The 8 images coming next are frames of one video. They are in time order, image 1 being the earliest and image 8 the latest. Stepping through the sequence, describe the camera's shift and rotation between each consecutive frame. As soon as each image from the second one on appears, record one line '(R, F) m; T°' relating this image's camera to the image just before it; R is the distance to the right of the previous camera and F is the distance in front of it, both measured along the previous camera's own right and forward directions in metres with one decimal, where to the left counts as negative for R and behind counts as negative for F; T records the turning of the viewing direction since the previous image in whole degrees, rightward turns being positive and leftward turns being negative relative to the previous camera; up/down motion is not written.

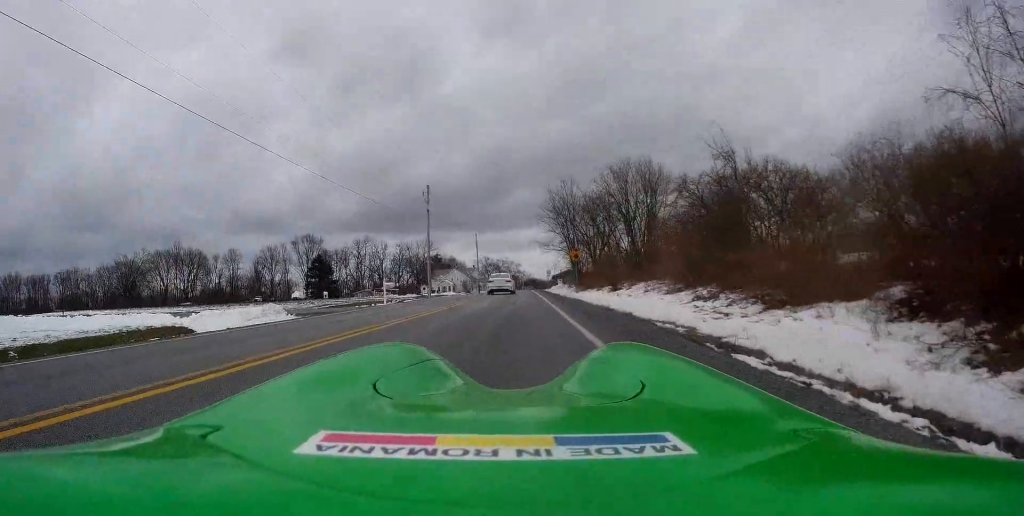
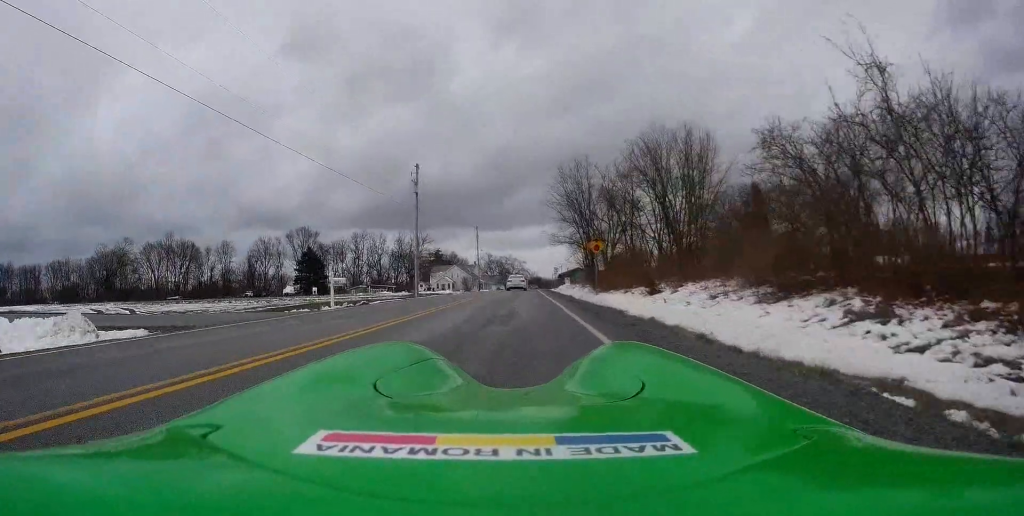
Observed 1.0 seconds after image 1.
(+0.5, +9.3) m; +2°
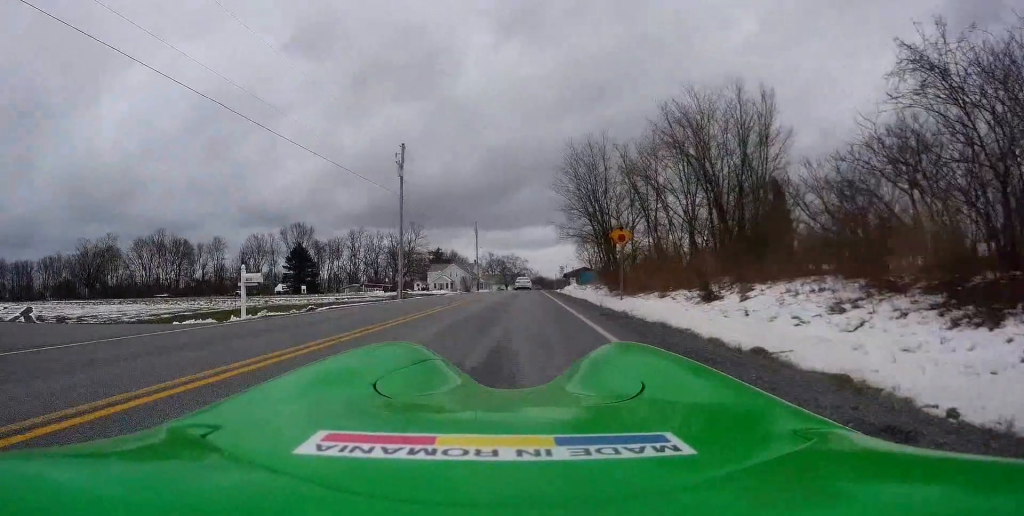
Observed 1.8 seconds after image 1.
(0.0, +7.5) m; -3°
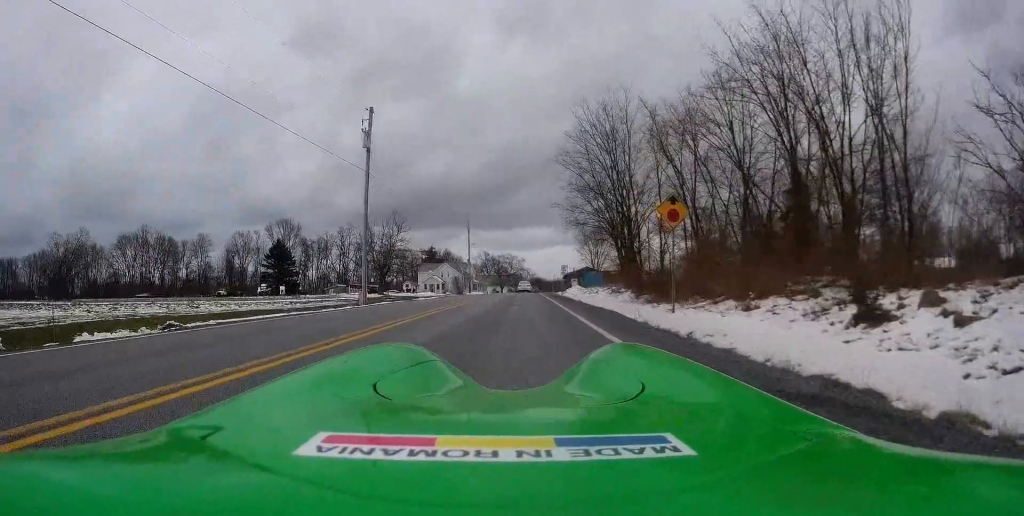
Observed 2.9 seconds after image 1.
(-0.5, +9.2) m; 0°
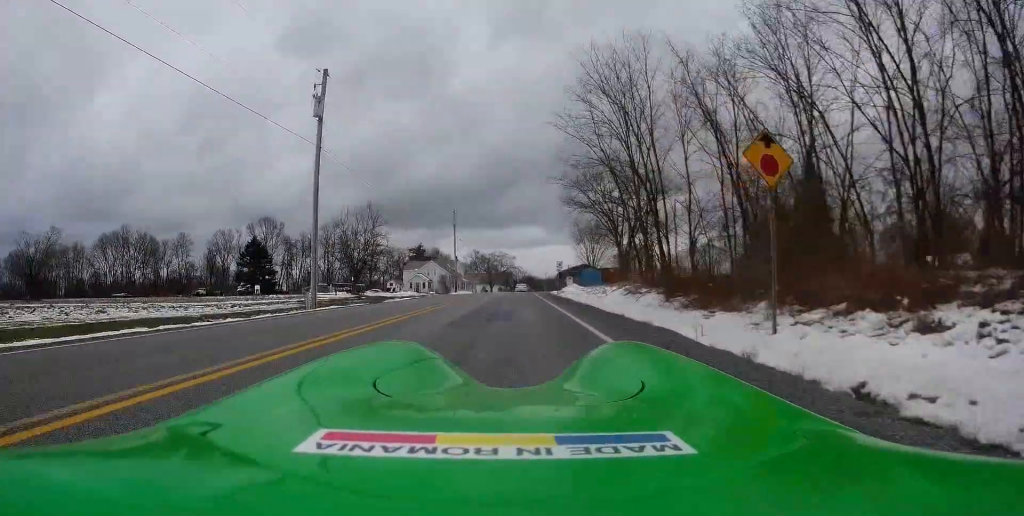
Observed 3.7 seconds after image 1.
(+0.4, +7.2) m; +3°
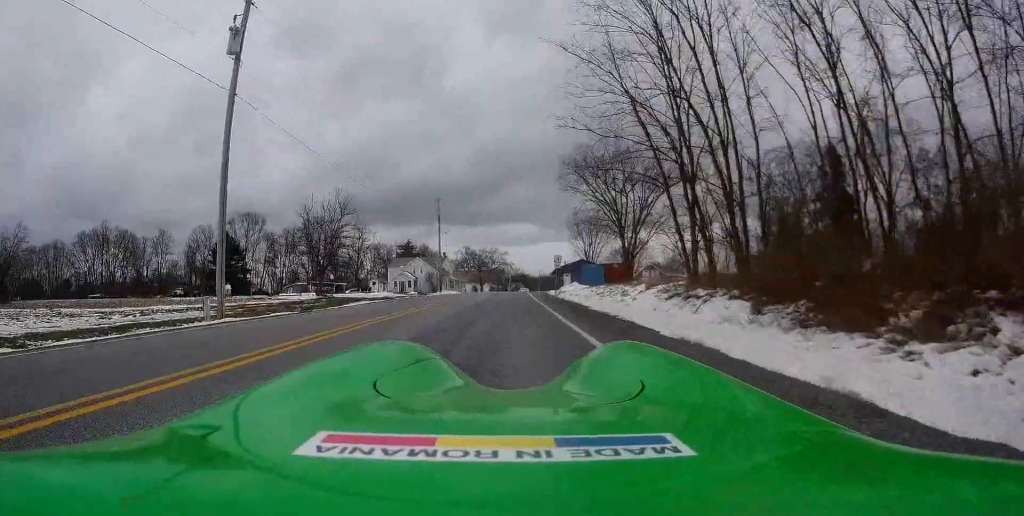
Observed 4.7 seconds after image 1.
(+0.1, +8.3) m; 0°
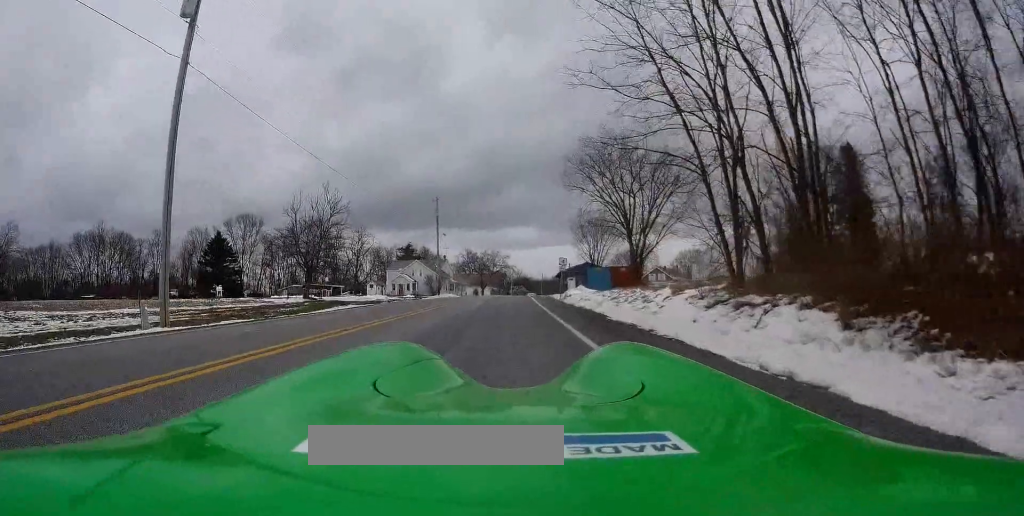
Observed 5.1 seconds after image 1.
(0.0, +3.4) m; 0°
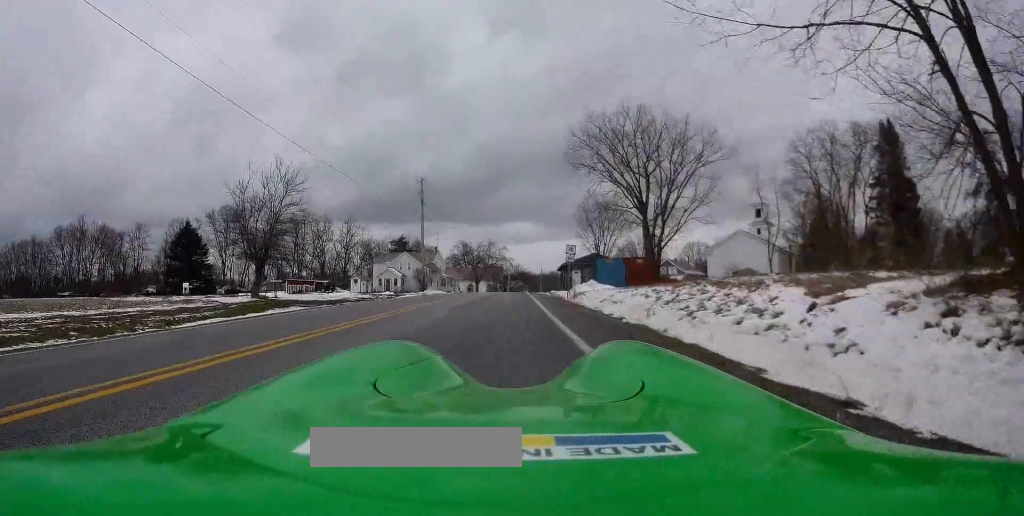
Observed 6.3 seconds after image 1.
(0.0, +9.2) m; 0°
